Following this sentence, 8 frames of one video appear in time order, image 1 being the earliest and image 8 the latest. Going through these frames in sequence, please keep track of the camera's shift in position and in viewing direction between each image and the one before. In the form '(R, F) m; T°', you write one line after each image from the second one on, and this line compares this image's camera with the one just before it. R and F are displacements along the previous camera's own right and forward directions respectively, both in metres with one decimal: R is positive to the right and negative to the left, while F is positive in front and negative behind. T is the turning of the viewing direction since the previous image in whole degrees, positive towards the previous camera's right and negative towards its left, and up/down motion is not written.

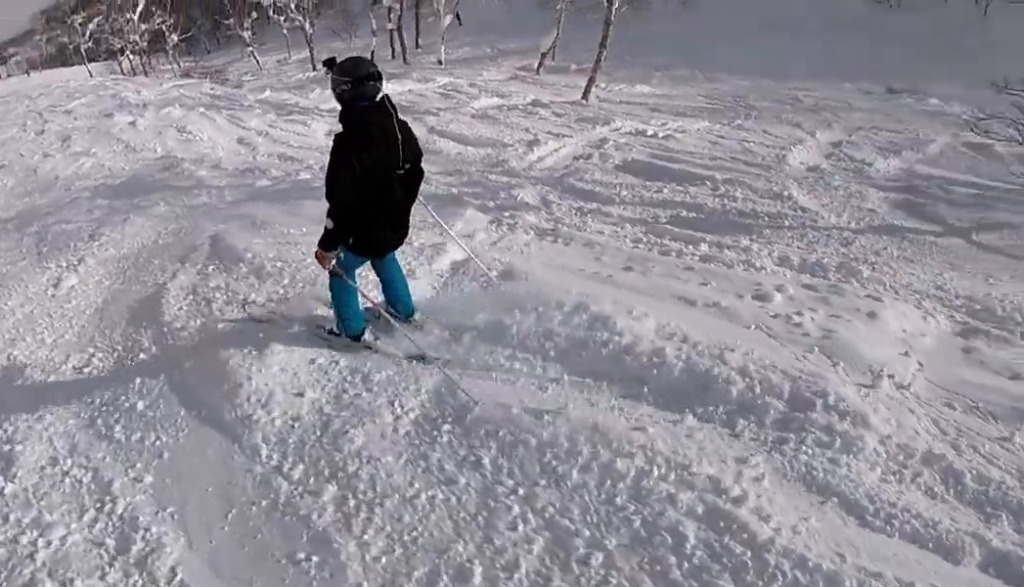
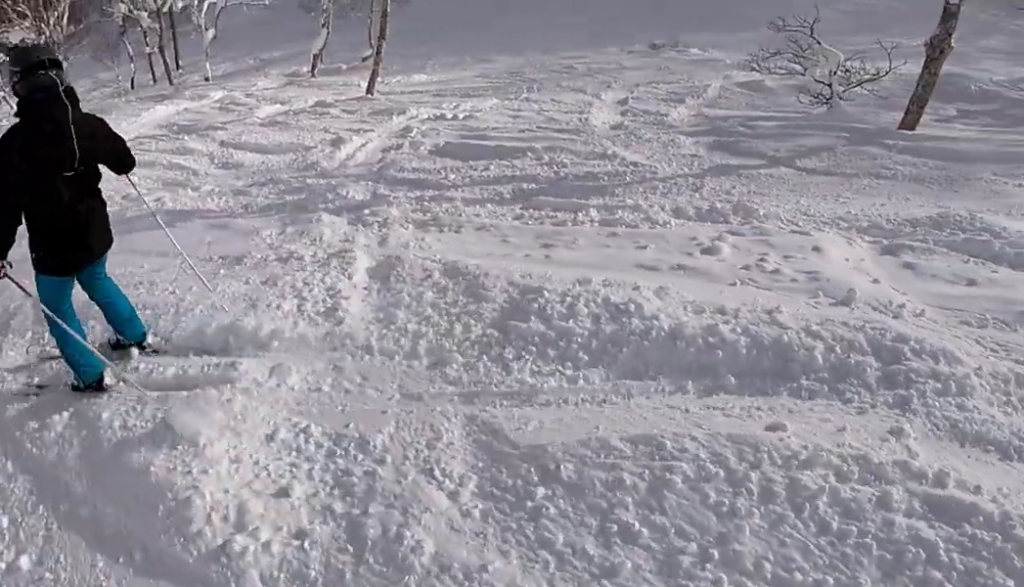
(-0.1, +0.9) m; +10°
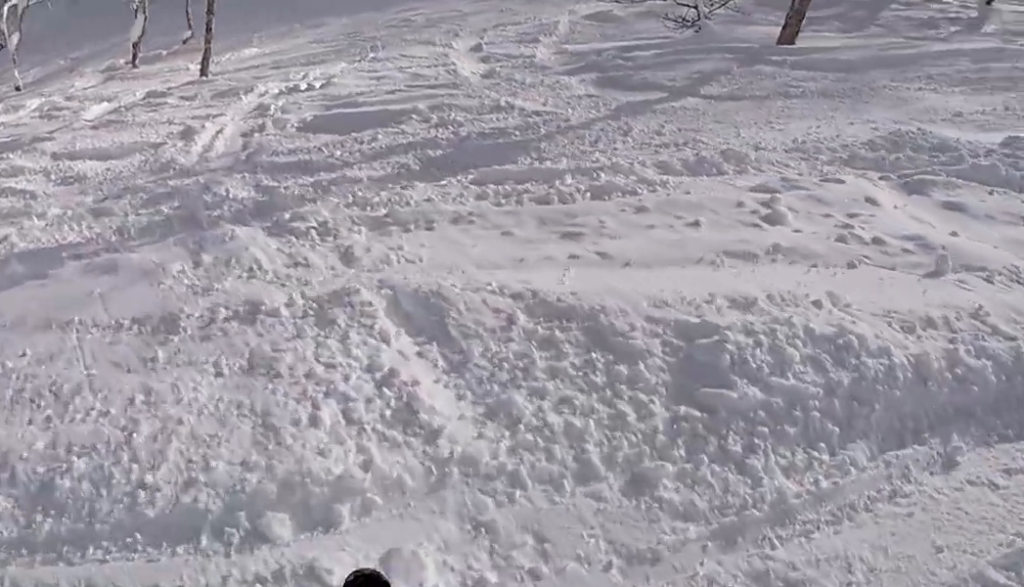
(+0.3, +1.2) m; +16°
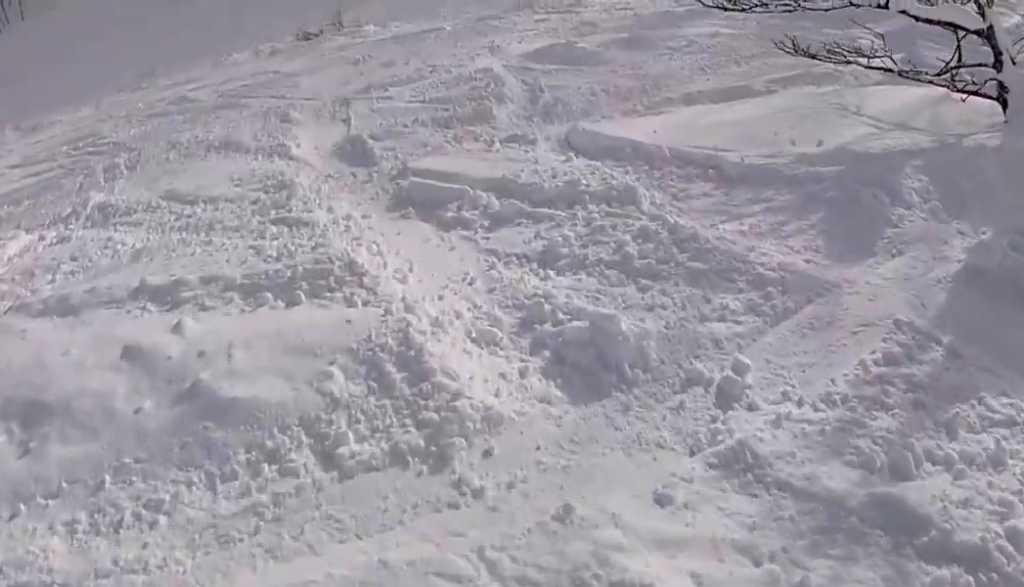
(+5.3, +8.4) m; +49°
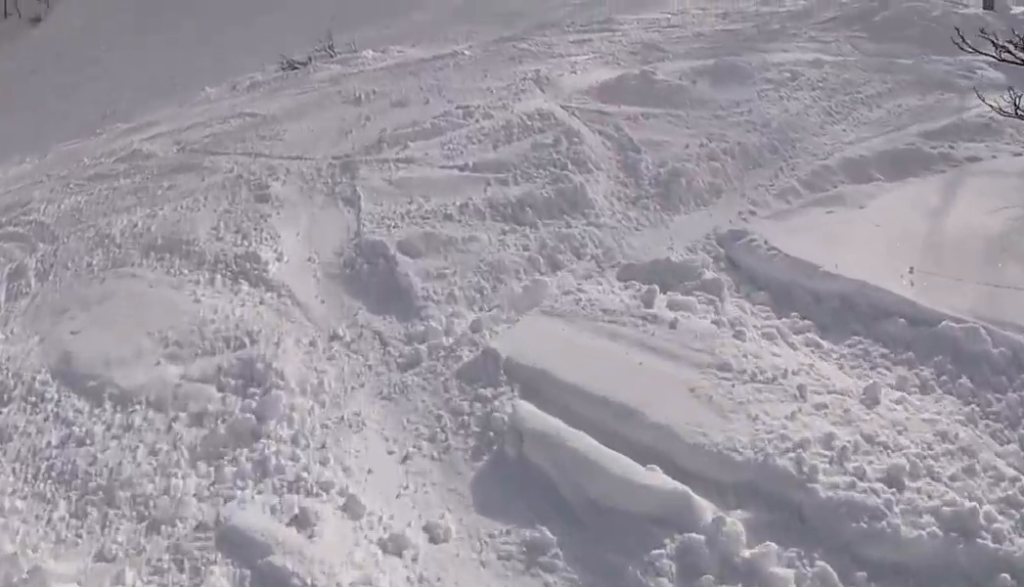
(+0.1, +2.6) m; +6°
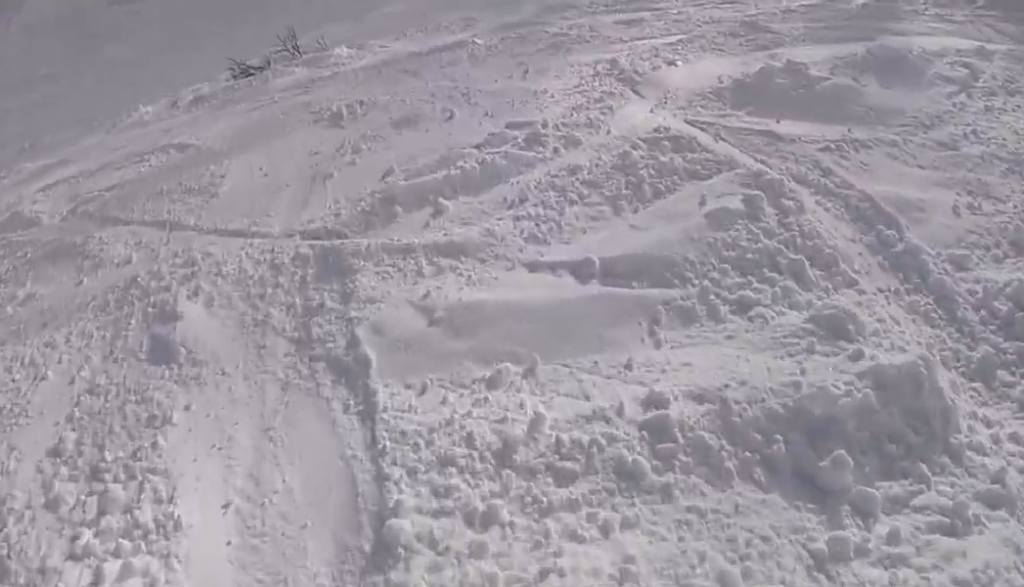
(+0.2, +2.8) m; +3°
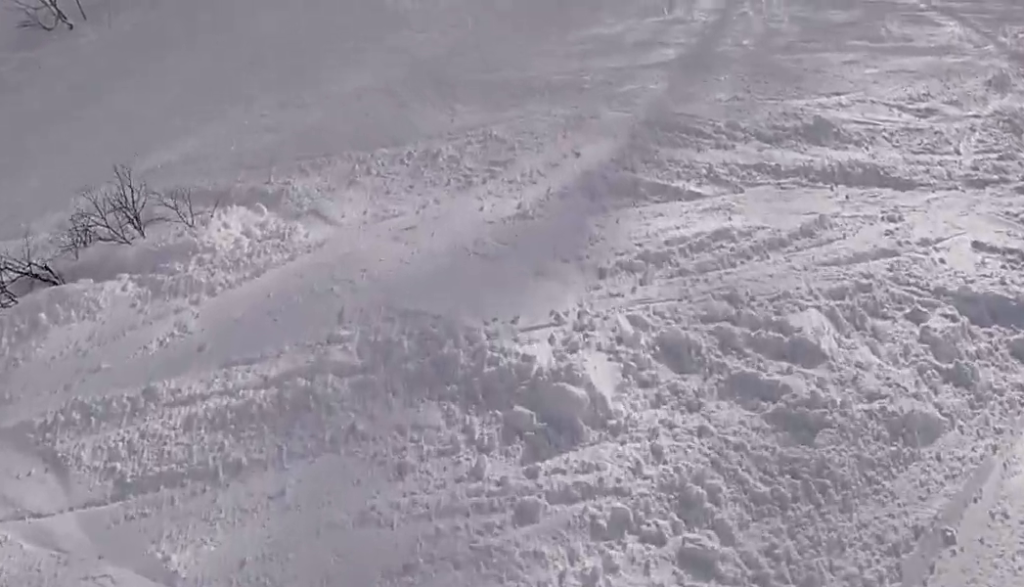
(+0.3, +7.0) m; 0°
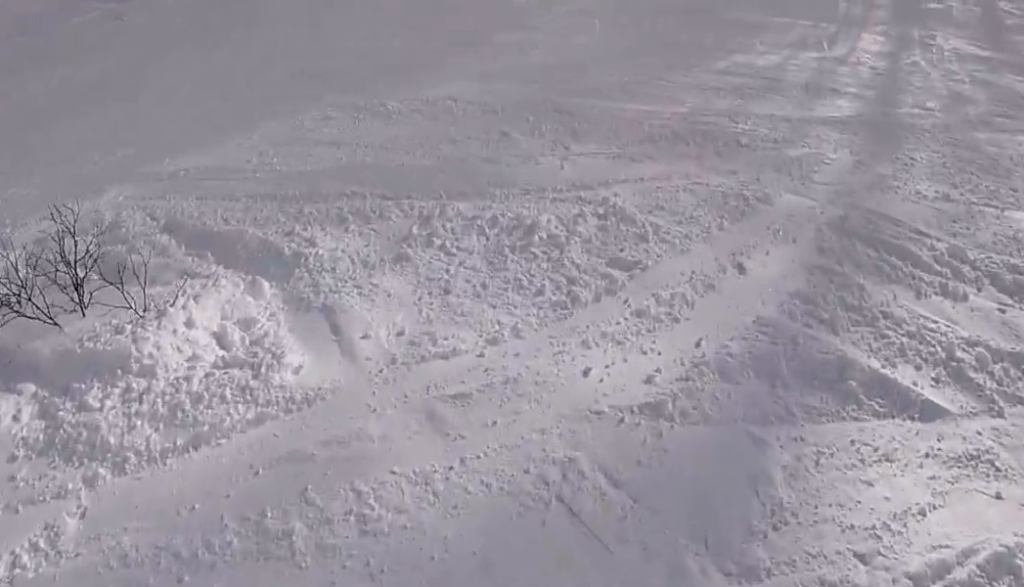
(0.0, +2.5) m; -3°
